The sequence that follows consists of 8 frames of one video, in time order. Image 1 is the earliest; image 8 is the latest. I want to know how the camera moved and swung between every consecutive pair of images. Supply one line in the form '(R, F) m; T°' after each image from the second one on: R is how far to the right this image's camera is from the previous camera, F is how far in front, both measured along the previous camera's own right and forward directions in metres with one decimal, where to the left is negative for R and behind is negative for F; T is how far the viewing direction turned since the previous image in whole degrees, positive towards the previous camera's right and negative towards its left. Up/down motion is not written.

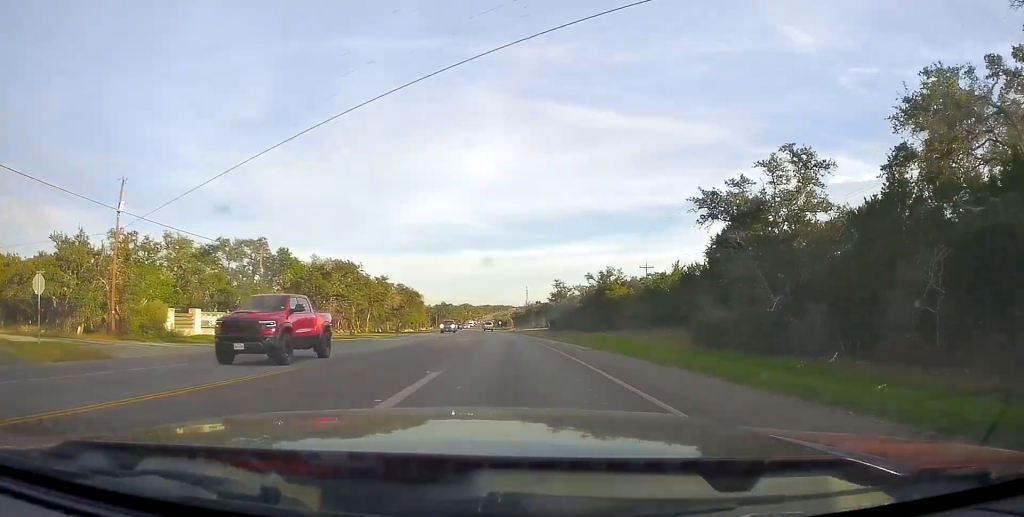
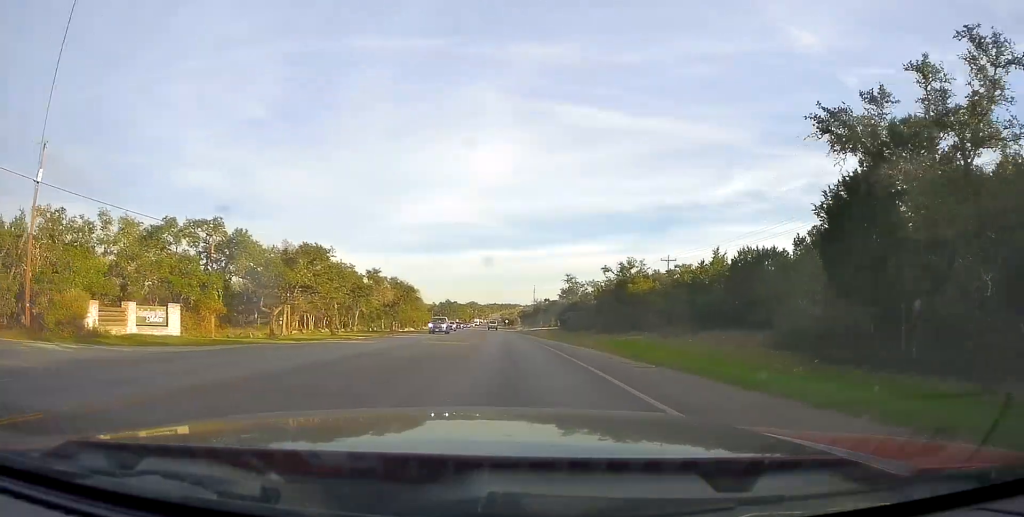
(-0.1, +10.4) m; -1°
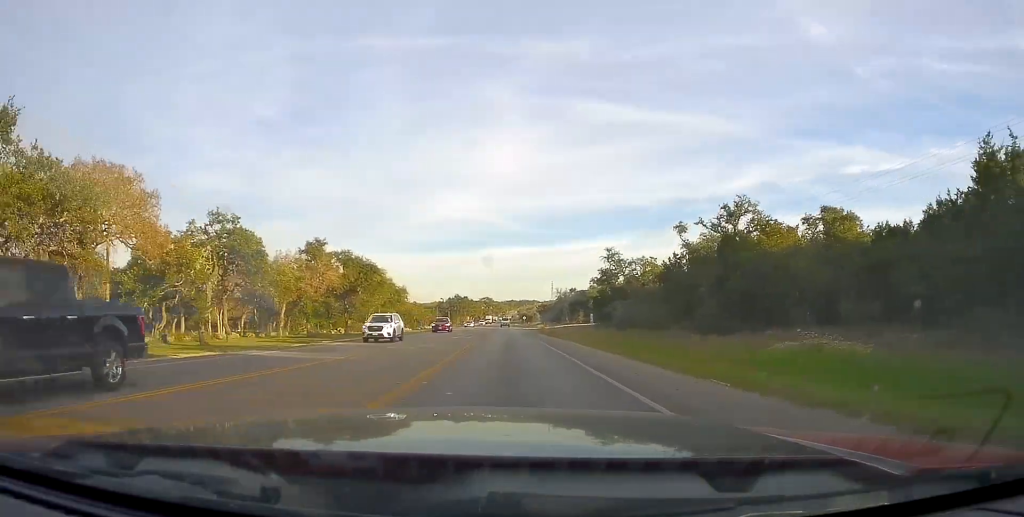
(-0.4, +31.6) m; -2°
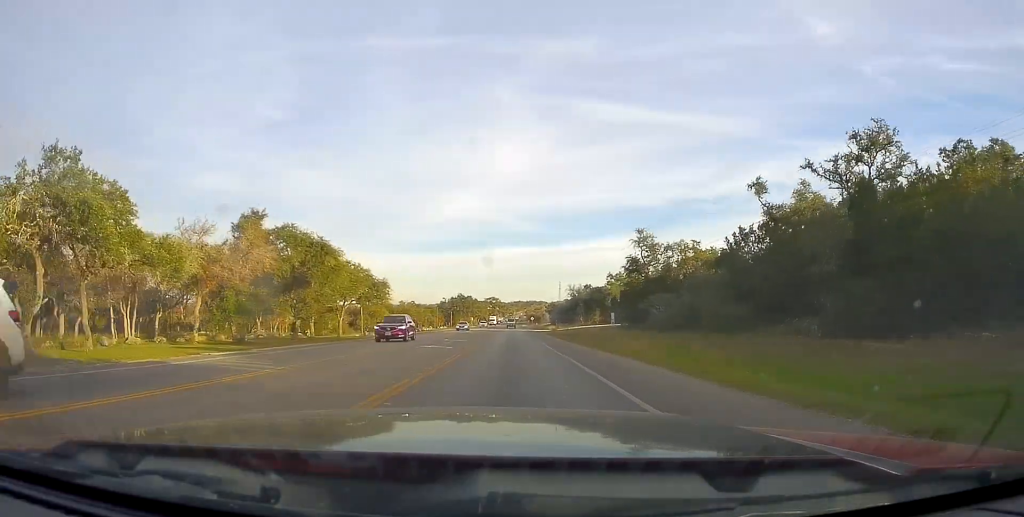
(0.0, +15.8) m; -1°
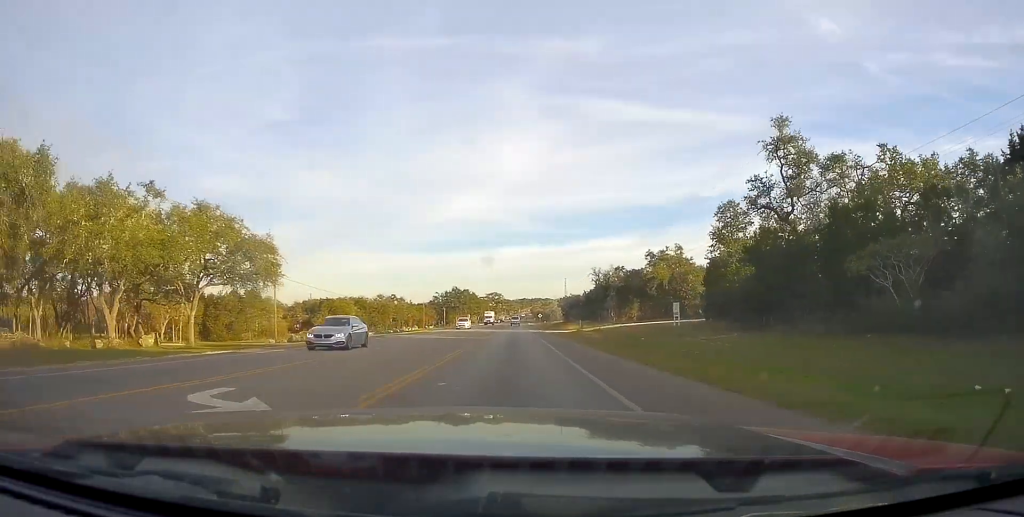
(-0.6, +33.0) m; -1°
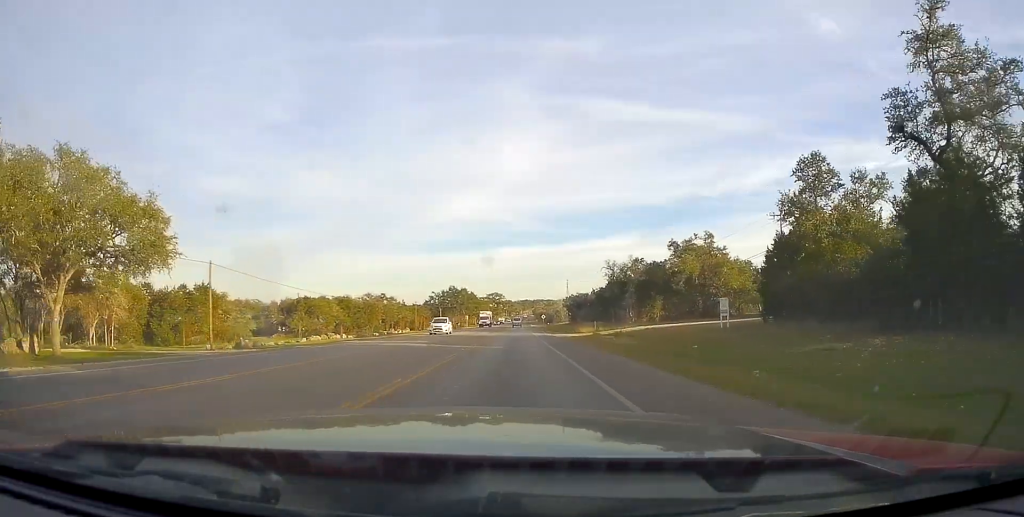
(0.0, +12.5) m; 0°
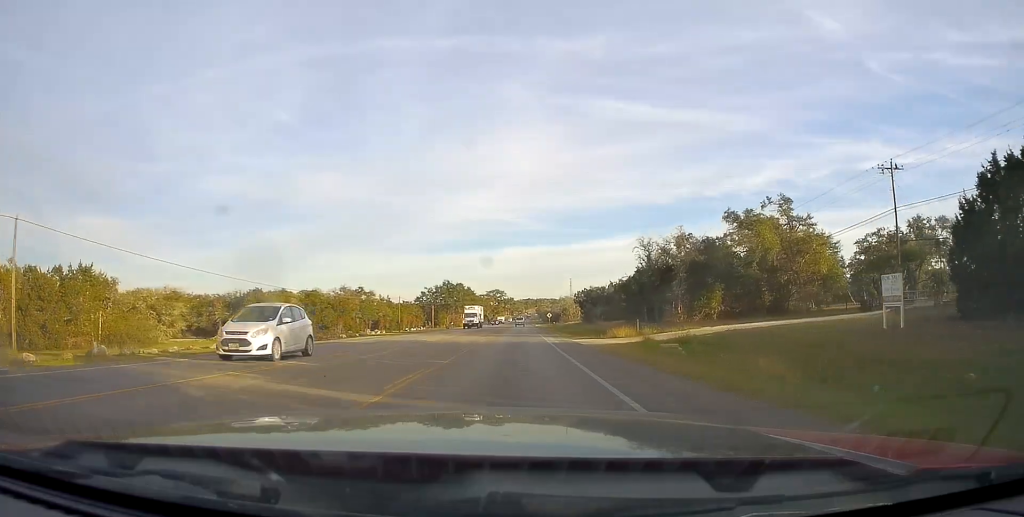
(0.0, +20.2) m; 0°
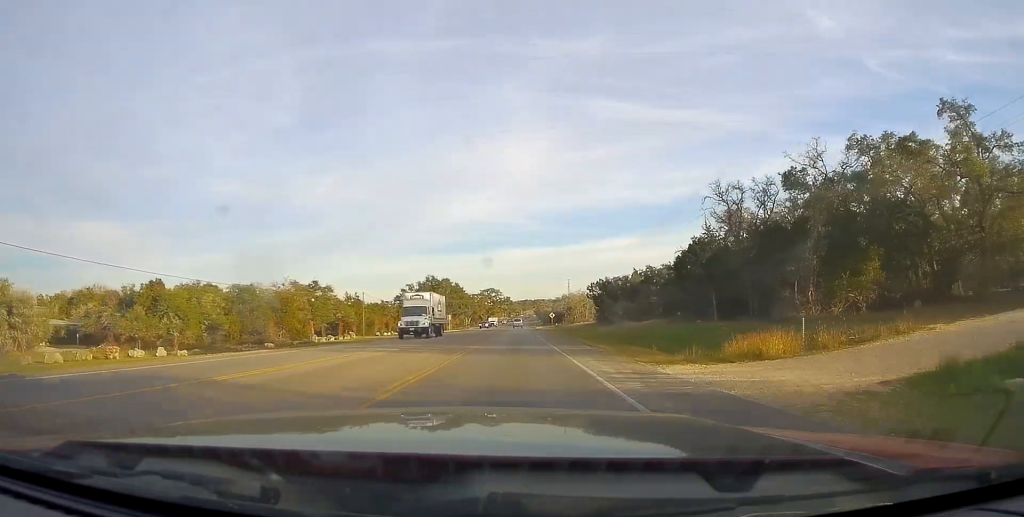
(+0.2, +23.6) m; 0°
